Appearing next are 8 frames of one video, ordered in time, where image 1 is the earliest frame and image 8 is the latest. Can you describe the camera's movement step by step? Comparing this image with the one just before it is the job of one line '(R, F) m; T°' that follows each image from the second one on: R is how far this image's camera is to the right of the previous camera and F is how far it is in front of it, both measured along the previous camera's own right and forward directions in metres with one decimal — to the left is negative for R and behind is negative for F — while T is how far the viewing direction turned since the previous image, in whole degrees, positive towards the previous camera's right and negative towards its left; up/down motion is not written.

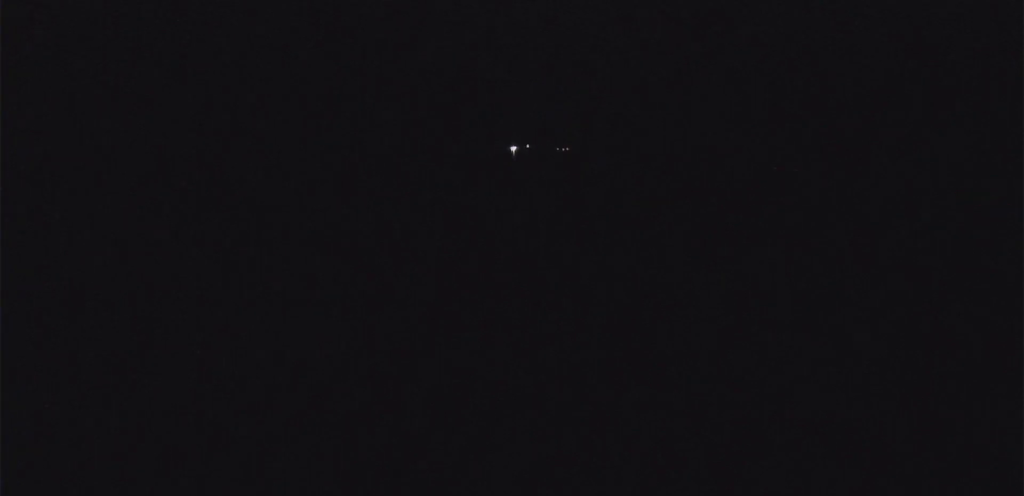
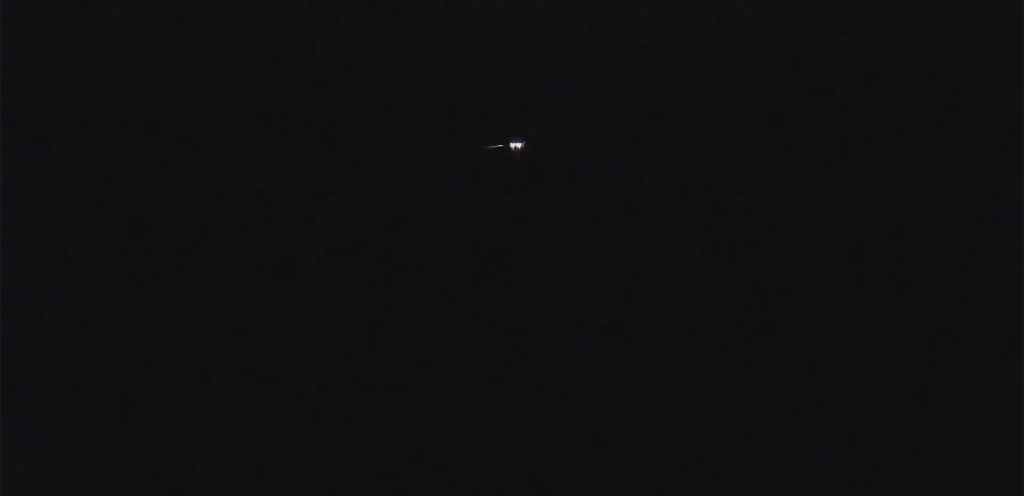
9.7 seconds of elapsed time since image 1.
(-0.1, +301.4) m; 0°
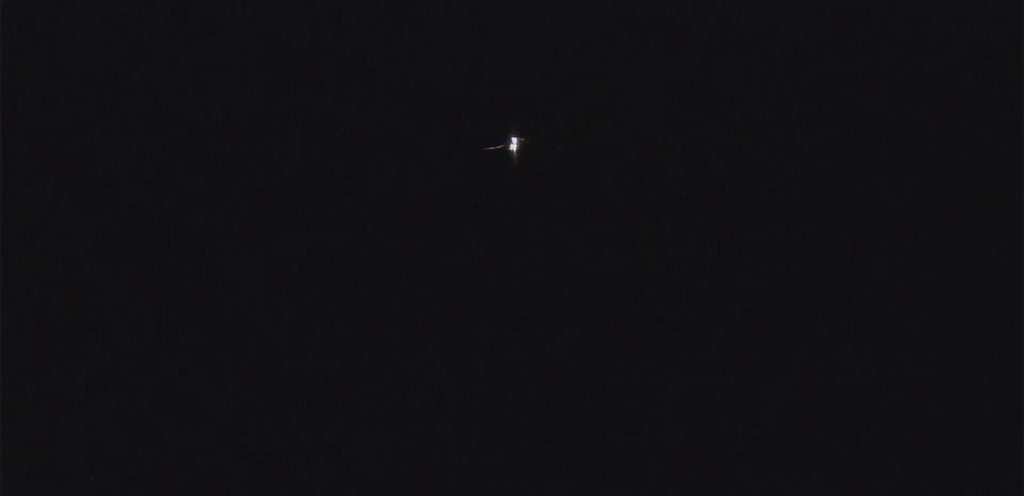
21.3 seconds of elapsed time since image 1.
(-1.1, +334.1) m; 0°
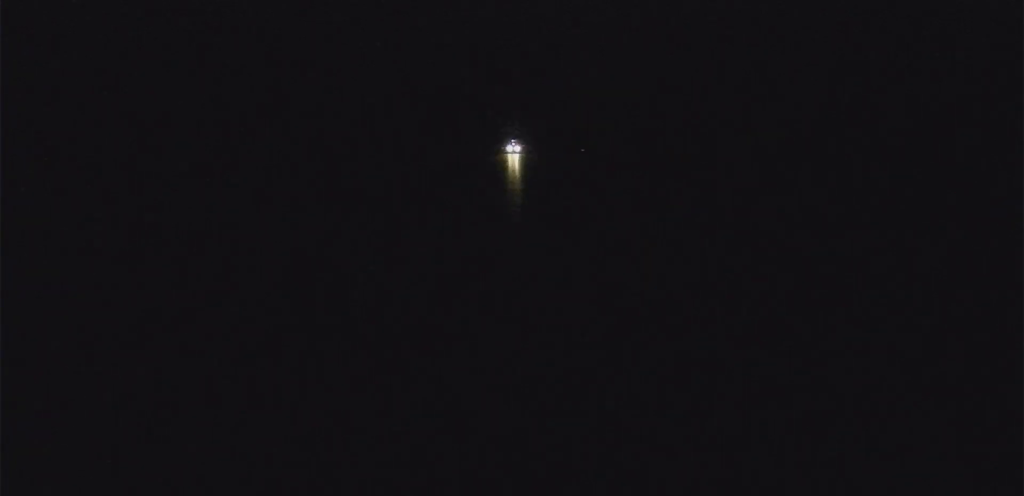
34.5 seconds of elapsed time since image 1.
(+1.6, +397.9) m; 0°
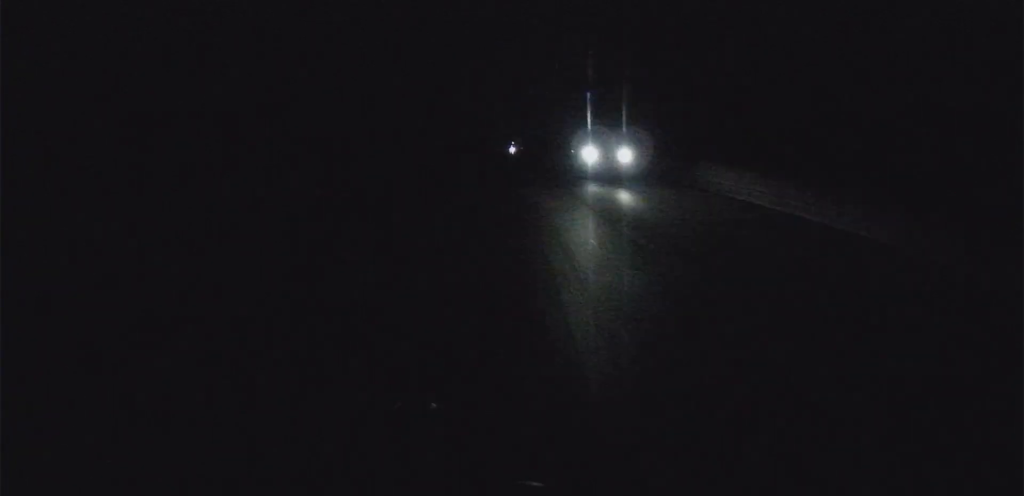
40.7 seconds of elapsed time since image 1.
(+0.1, +187.6) m; 0°
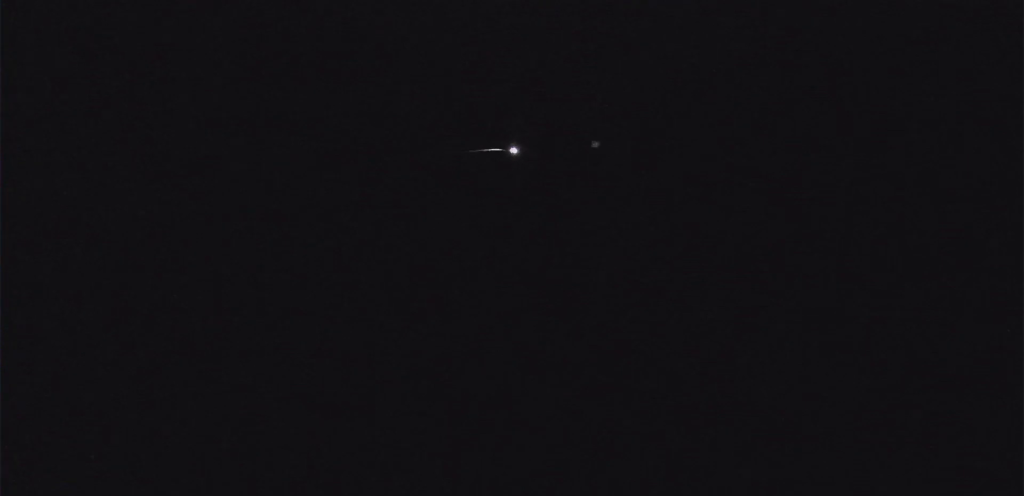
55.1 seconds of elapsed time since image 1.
(+1.9, +404.4) m; +1°
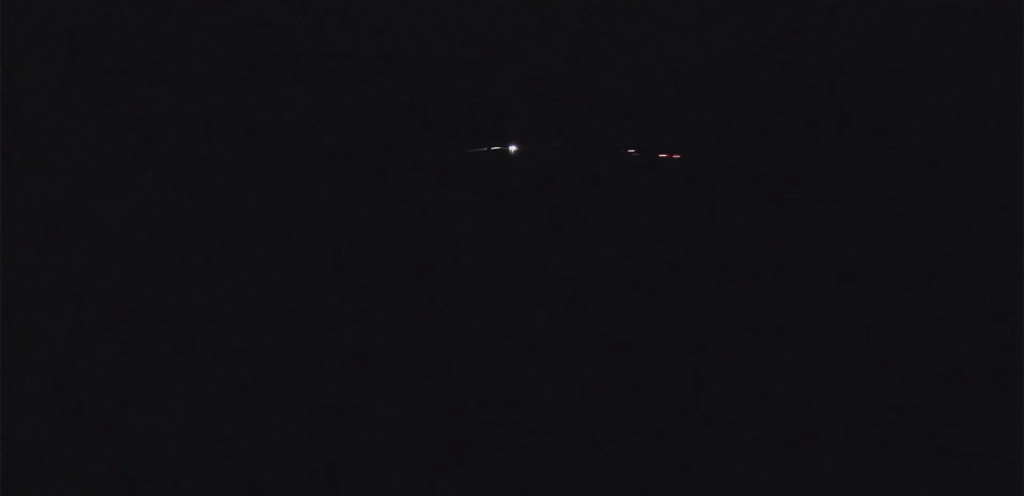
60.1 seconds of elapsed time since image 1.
(-0.2, +152.0) m; +1°
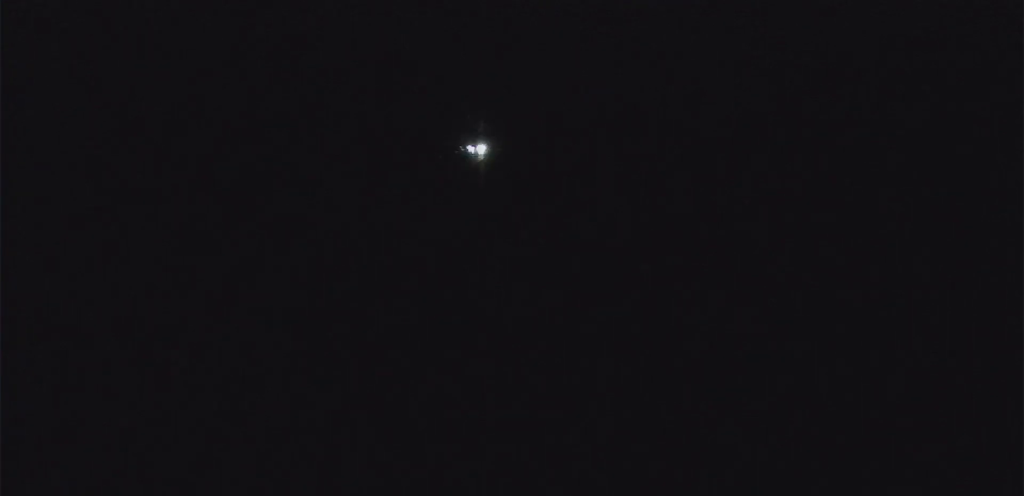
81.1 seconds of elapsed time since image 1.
(+45.9, +609.2) m; +10°
